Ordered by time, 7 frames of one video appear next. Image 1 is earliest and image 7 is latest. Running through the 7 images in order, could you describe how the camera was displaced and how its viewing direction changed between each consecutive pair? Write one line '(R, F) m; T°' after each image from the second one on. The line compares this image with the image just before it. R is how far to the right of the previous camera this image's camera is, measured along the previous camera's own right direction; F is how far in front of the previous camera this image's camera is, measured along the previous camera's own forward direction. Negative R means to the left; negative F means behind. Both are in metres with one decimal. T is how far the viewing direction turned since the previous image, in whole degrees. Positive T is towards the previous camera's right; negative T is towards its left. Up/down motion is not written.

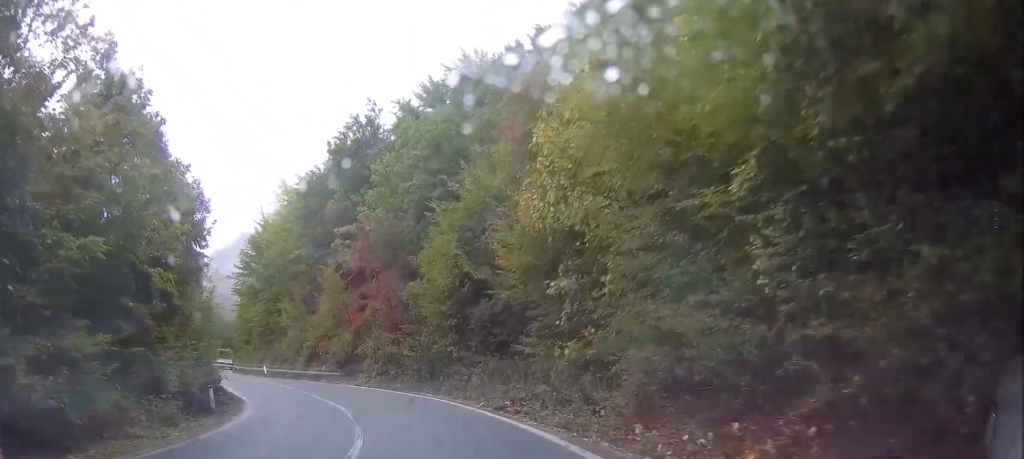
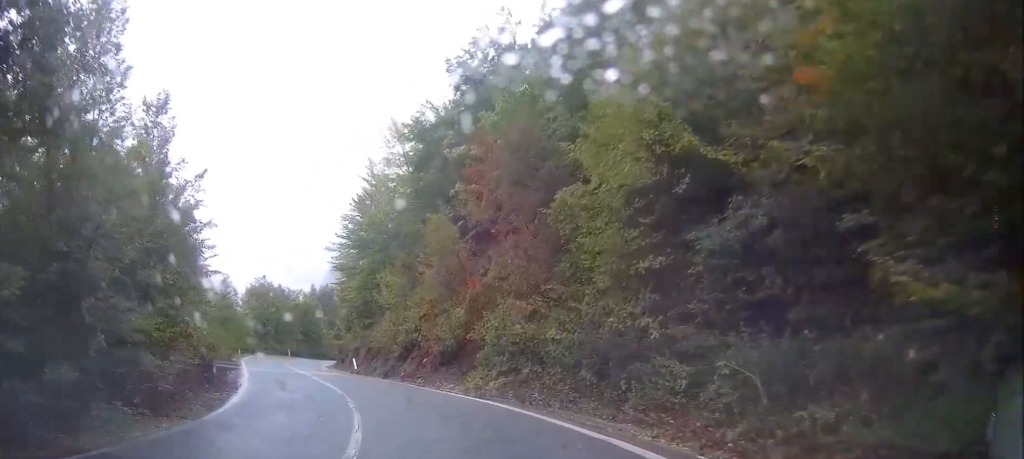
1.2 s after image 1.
(-1.1, +15.6) m; -9°
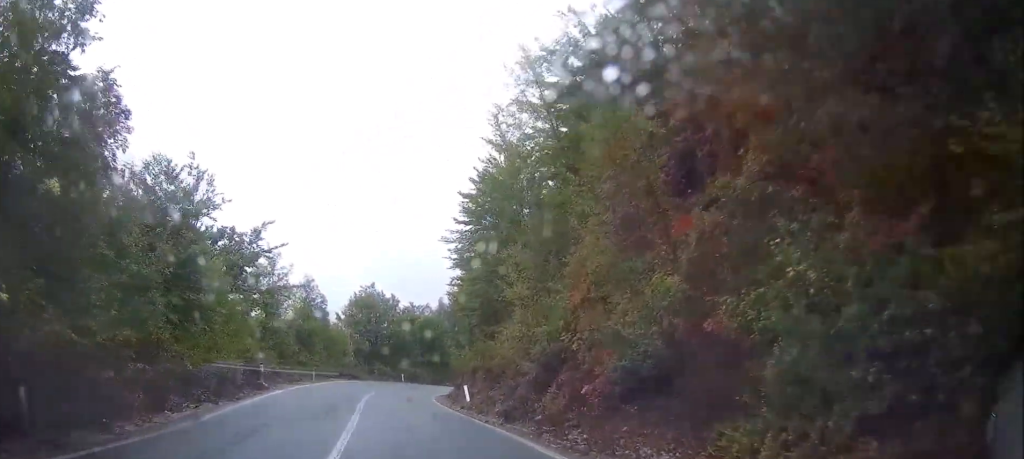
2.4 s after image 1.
(-1.6, +15.1) m; -13°
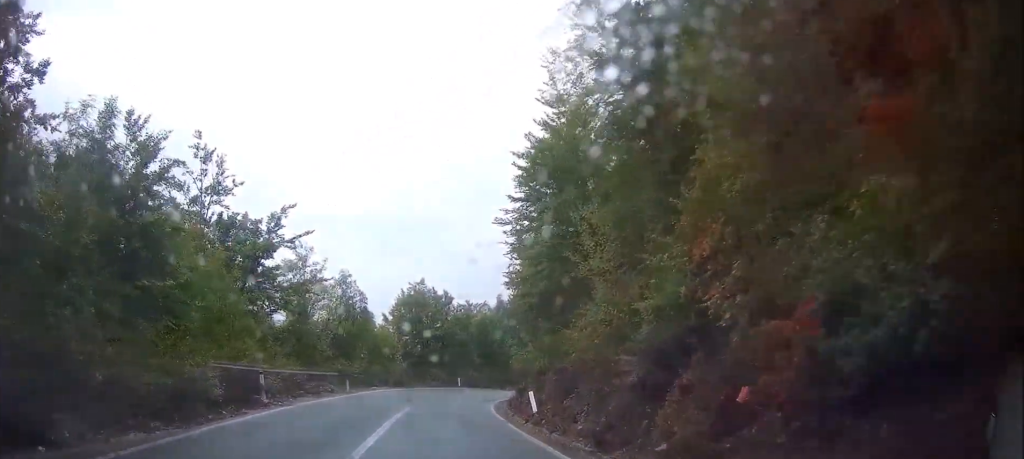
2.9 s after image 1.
(-0.4, +6.3) m; -4°
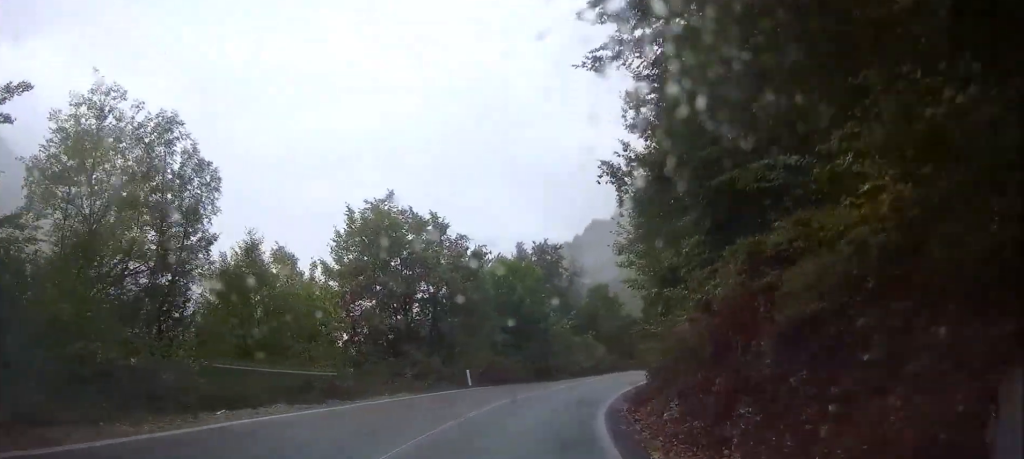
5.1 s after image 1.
(-0.8, +27.3) m; +4°
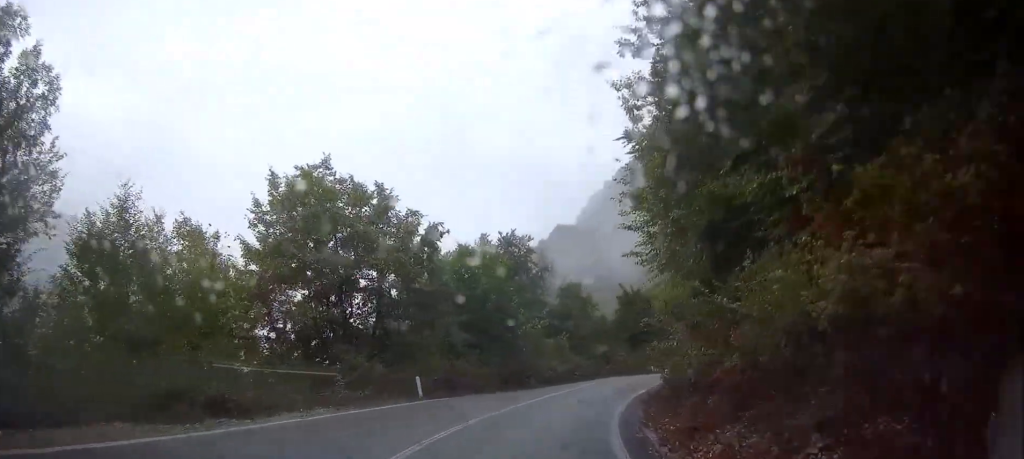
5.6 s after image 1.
(-0.1, +6.3) m; +4°
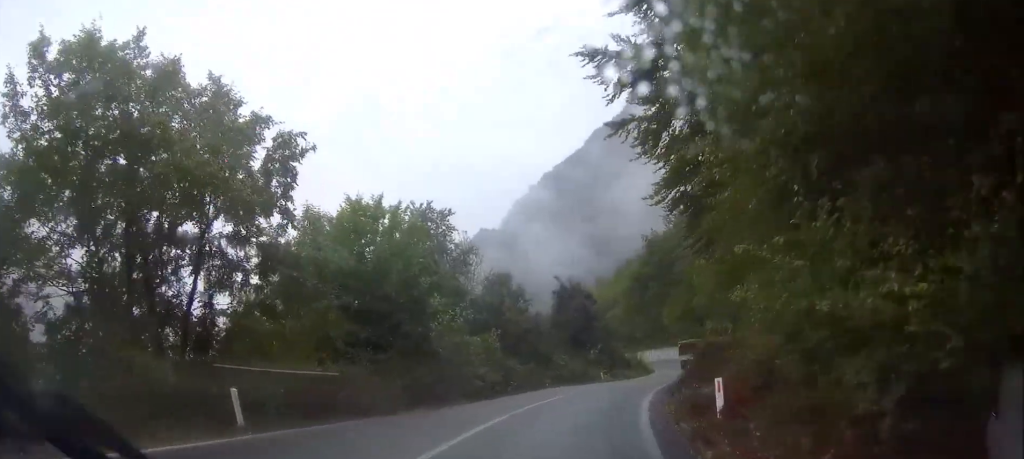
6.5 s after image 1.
(+1.0, +10.8) m; +9°
